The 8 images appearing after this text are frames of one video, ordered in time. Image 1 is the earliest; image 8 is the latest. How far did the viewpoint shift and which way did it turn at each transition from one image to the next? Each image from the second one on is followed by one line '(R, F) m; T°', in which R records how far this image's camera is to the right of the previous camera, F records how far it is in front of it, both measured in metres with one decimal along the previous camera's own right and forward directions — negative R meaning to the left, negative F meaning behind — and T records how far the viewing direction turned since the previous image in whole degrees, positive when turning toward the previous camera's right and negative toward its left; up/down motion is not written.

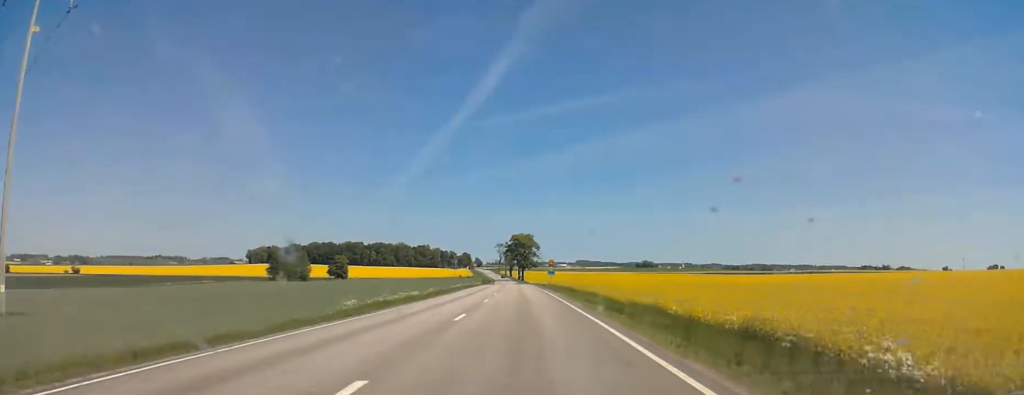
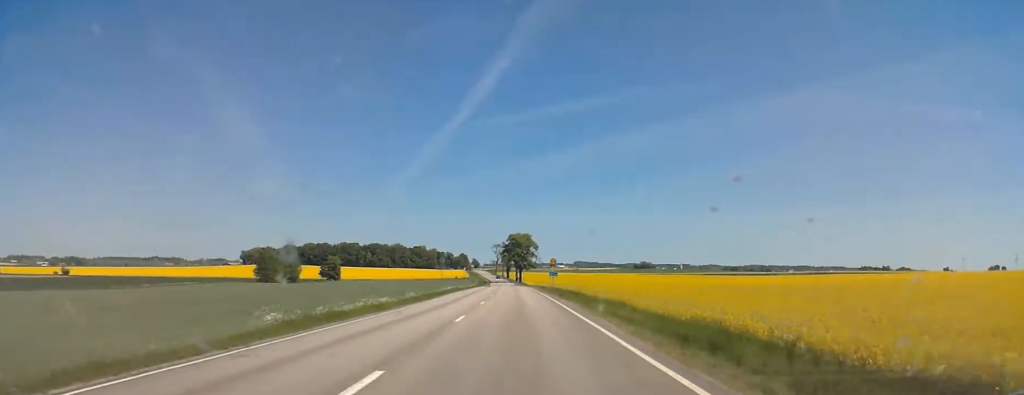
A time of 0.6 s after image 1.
(+0.2, +11.0) m; +1°
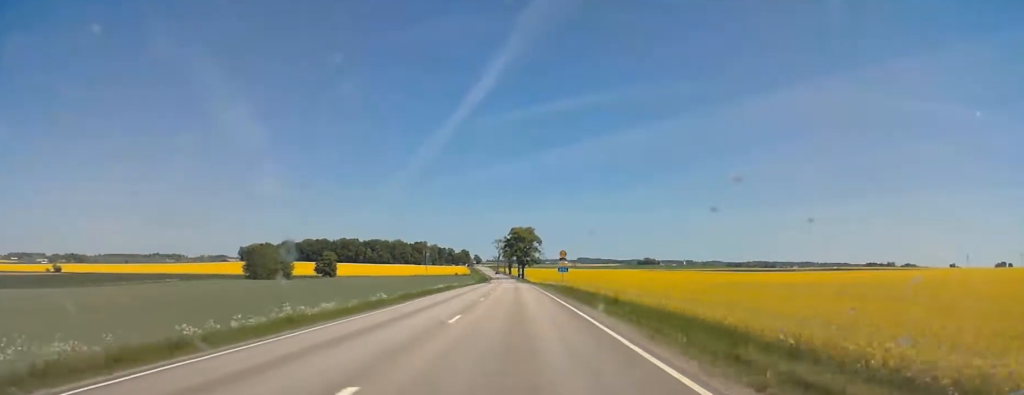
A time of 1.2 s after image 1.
(+0.1, +13.3) m; -1°
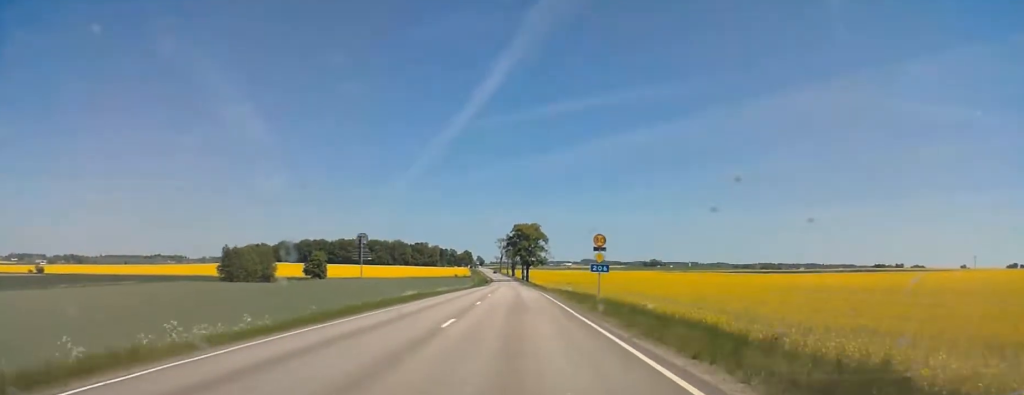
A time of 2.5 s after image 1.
(-0.4, +25.1) m; -1°
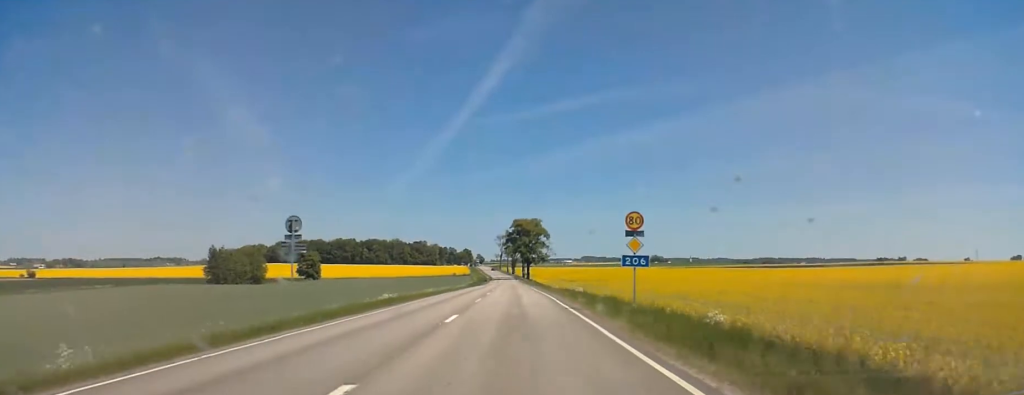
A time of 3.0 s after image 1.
(0.0, +10.5) m; 0°
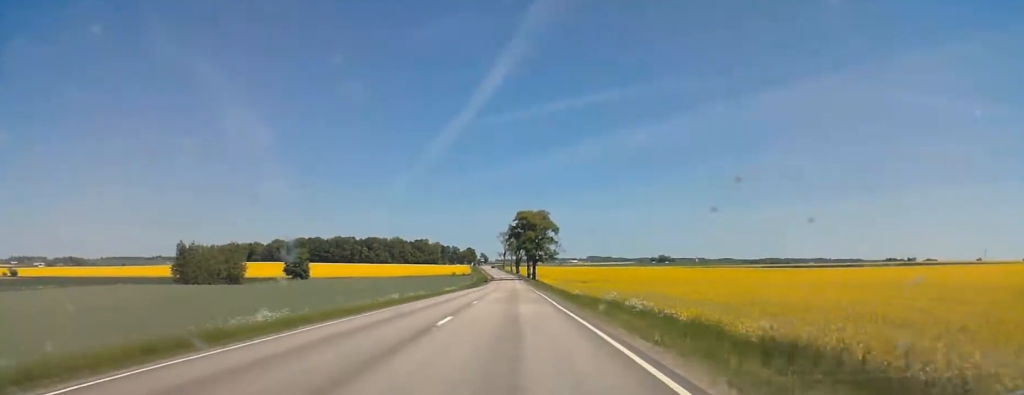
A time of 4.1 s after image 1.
(+0.1, +24.5) m; 0°
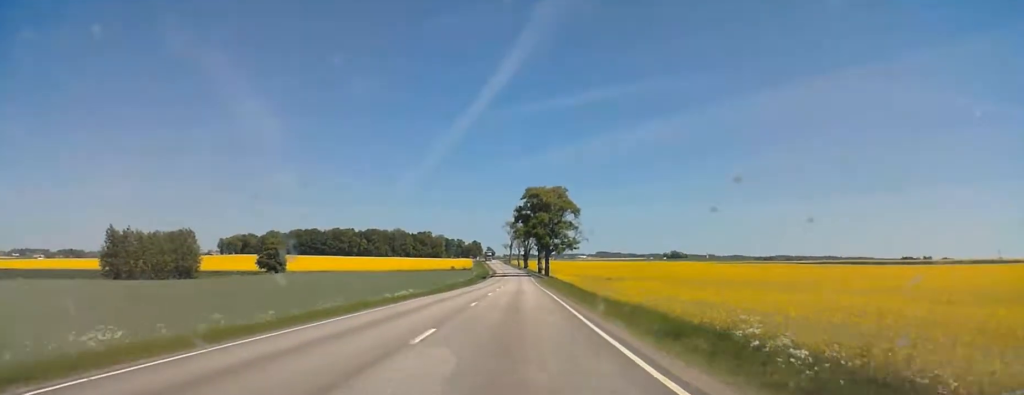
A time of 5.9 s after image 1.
(-0.2, +40.0) m; -1°
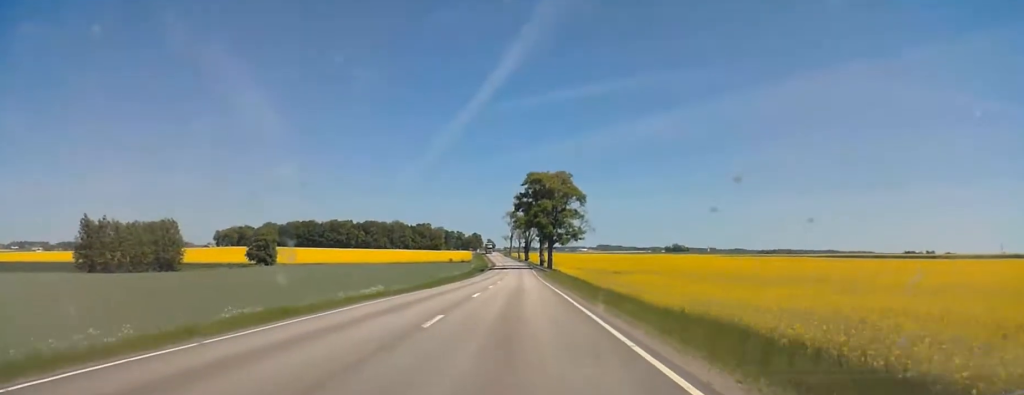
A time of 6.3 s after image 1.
(0.0, +10.9) m; 0°
